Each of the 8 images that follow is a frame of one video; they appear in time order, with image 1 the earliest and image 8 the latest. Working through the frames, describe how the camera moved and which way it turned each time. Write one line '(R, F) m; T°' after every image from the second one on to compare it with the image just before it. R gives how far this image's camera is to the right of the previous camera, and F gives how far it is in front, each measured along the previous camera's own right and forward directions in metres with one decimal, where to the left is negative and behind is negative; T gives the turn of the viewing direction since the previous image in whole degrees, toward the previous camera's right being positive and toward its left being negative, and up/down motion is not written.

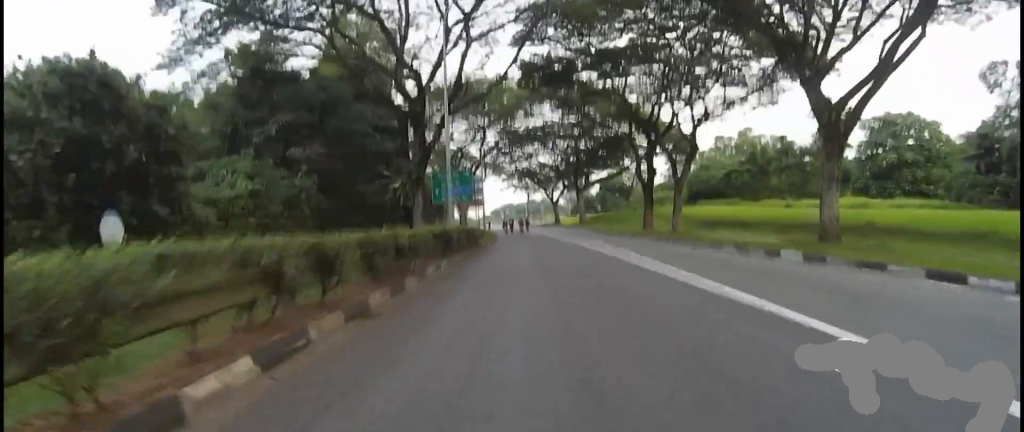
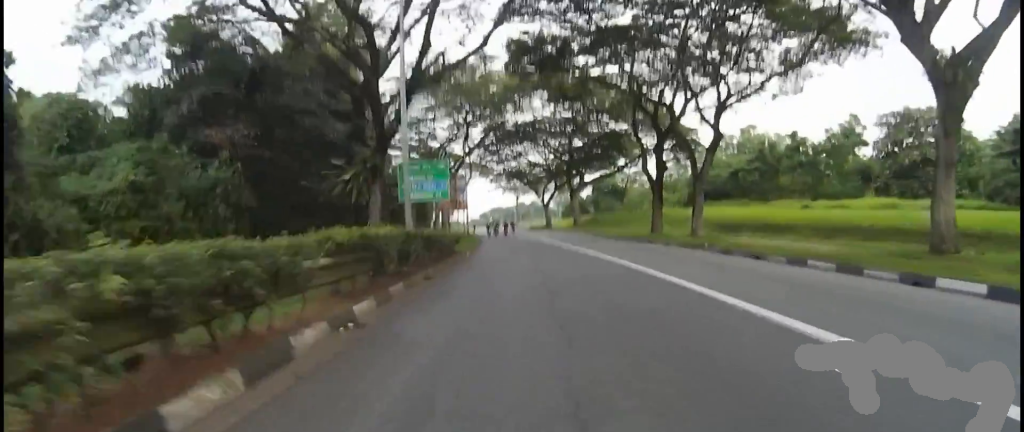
(0.0, +7.2) m; 0°
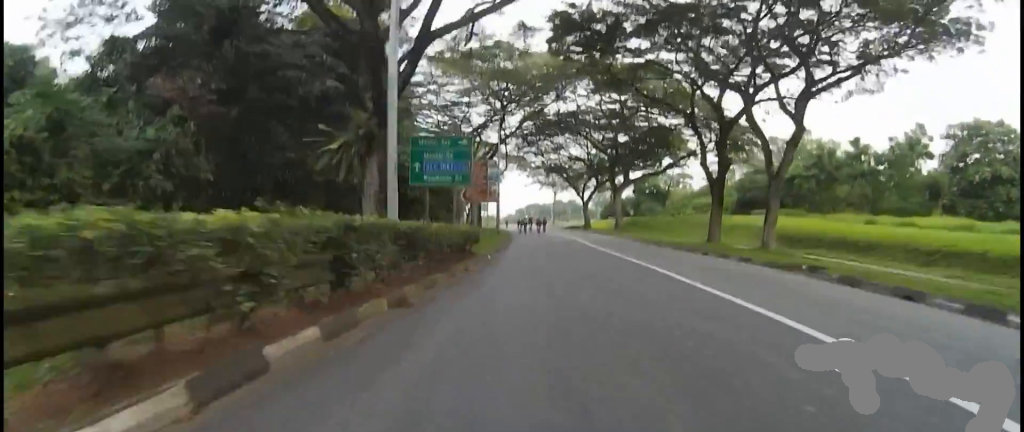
(0.0, +5.9) m; 0°
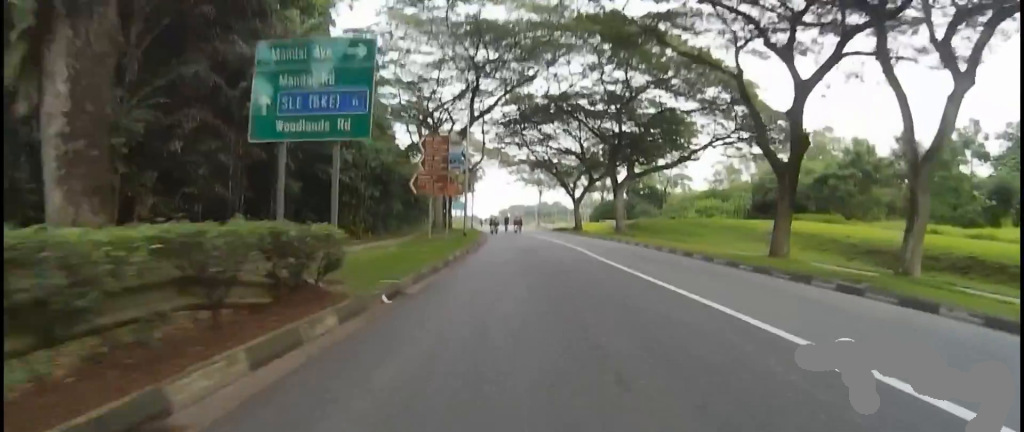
(-0.2, +11.8) m; -1°
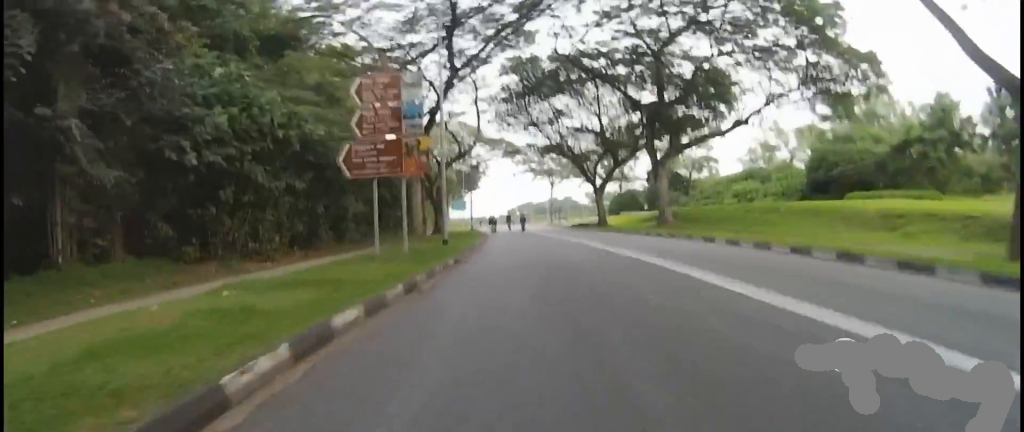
(-0.1, +11.6) m; -1°
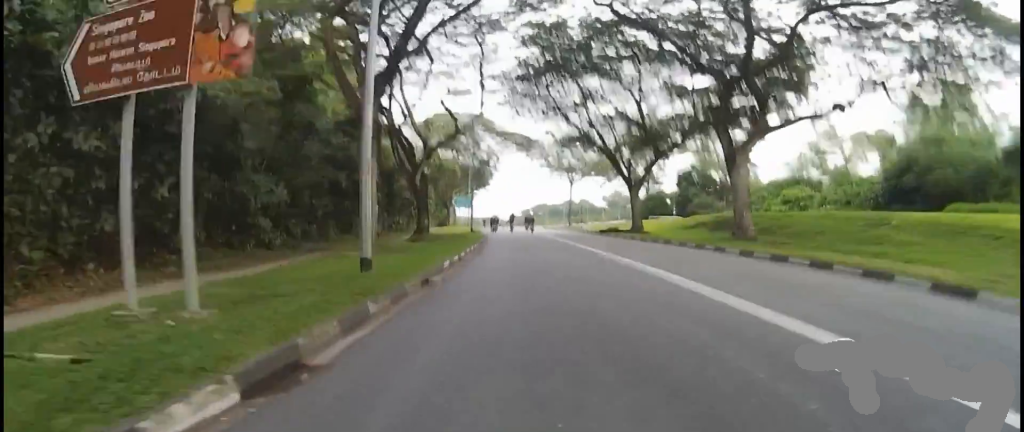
(-0.1, +10.2) m; -2°
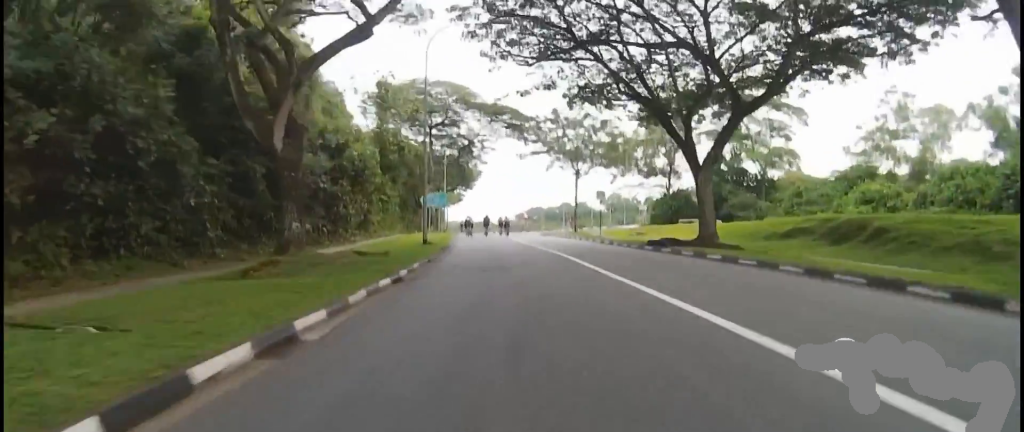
(0.0, +15.4) m; +2°
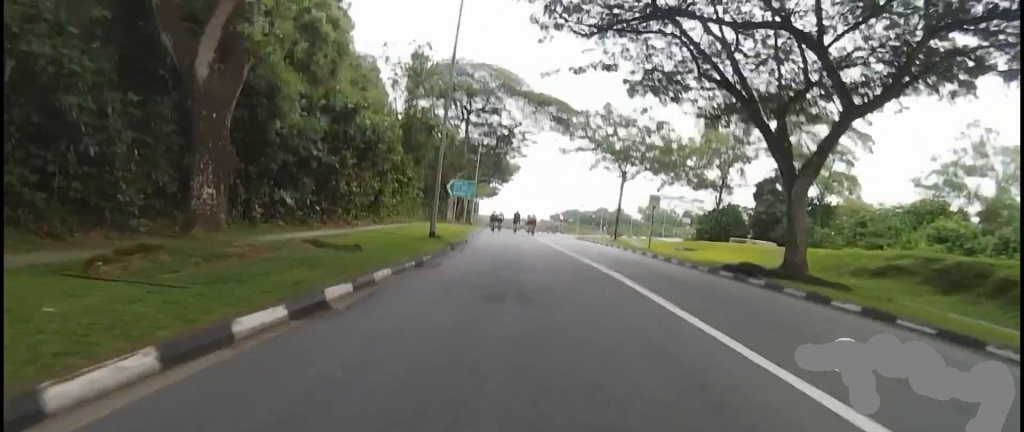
(0.0, +5.0) m; -3°
